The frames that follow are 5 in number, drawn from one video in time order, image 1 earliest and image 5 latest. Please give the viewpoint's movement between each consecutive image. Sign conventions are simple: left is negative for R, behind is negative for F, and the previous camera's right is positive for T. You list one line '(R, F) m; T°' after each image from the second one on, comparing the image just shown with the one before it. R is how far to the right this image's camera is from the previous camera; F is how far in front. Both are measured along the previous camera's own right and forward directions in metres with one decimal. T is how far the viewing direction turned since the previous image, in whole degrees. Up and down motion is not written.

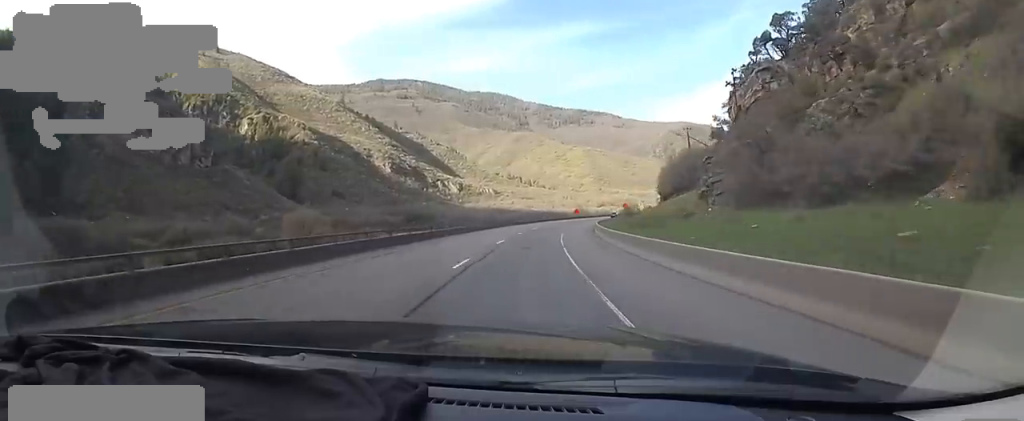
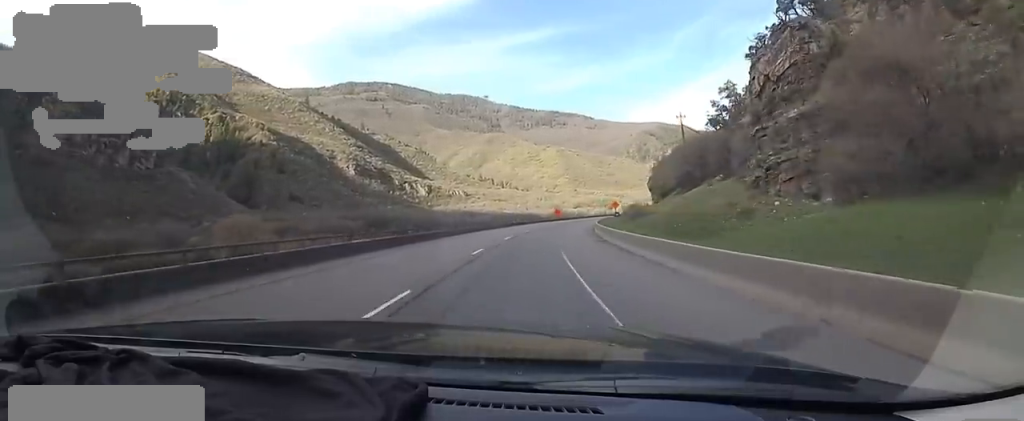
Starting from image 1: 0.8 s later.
(+0.6, +19.5) m; +5°
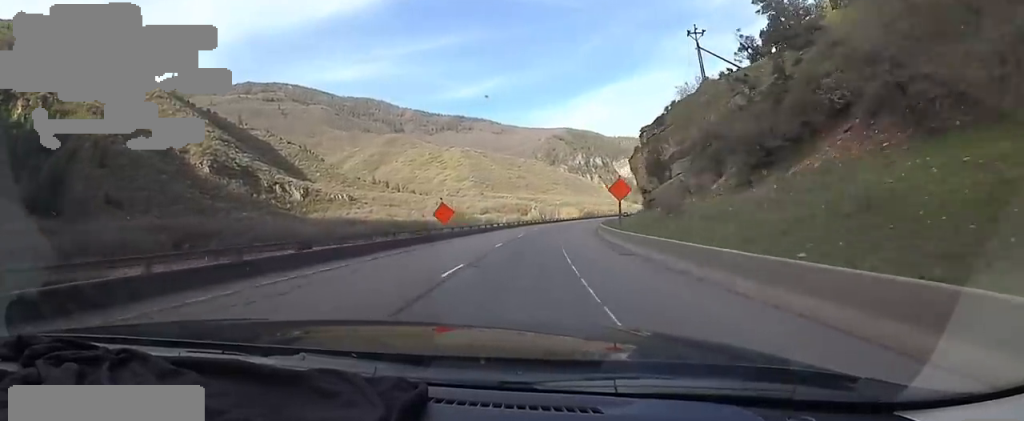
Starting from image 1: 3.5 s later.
(+8.1, +66.1) m; +14°
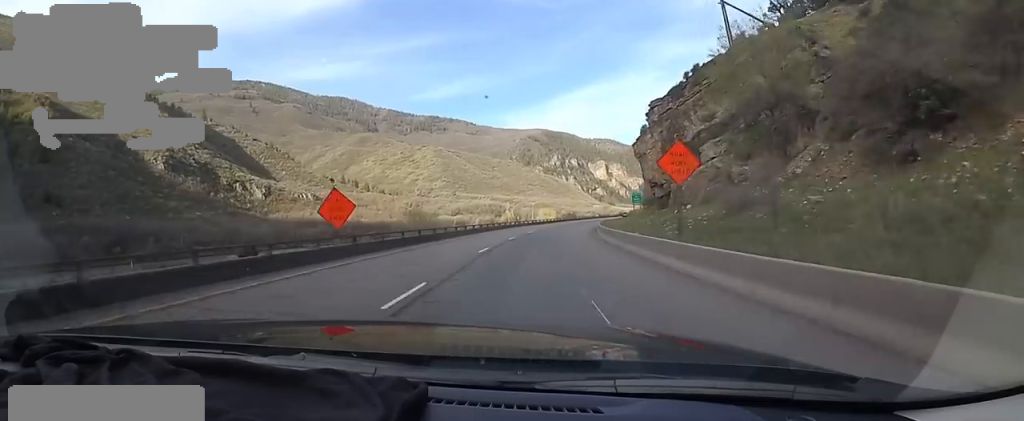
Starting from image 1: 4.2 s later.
(+0.6, +16.3) m; +5°
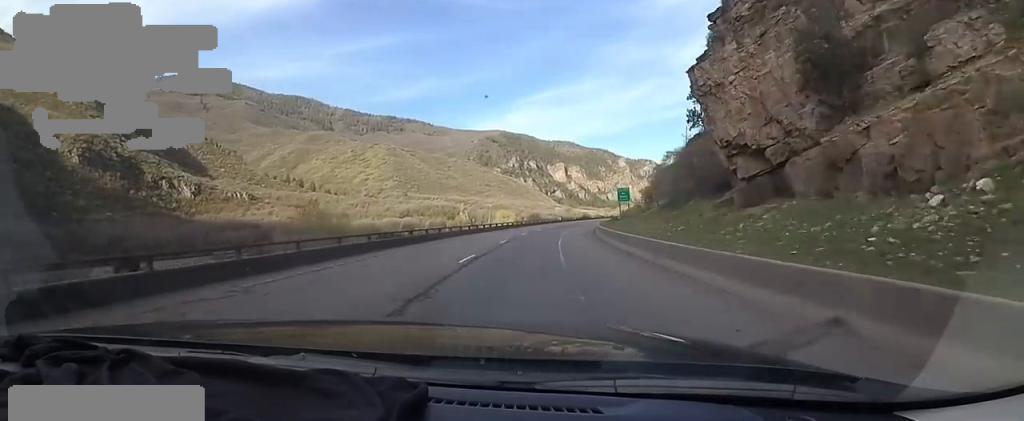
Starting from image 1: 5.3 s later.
(+1.6, +27.8) m; +4°
